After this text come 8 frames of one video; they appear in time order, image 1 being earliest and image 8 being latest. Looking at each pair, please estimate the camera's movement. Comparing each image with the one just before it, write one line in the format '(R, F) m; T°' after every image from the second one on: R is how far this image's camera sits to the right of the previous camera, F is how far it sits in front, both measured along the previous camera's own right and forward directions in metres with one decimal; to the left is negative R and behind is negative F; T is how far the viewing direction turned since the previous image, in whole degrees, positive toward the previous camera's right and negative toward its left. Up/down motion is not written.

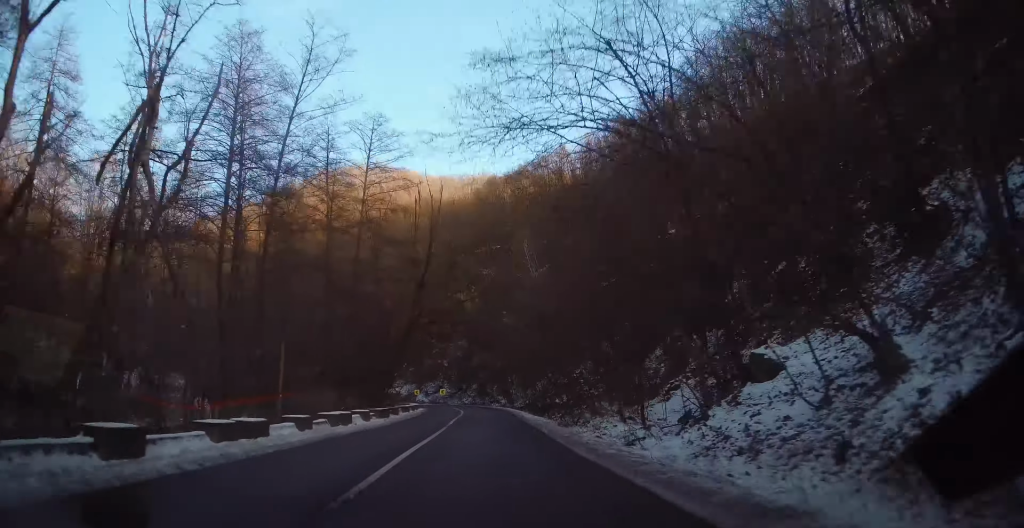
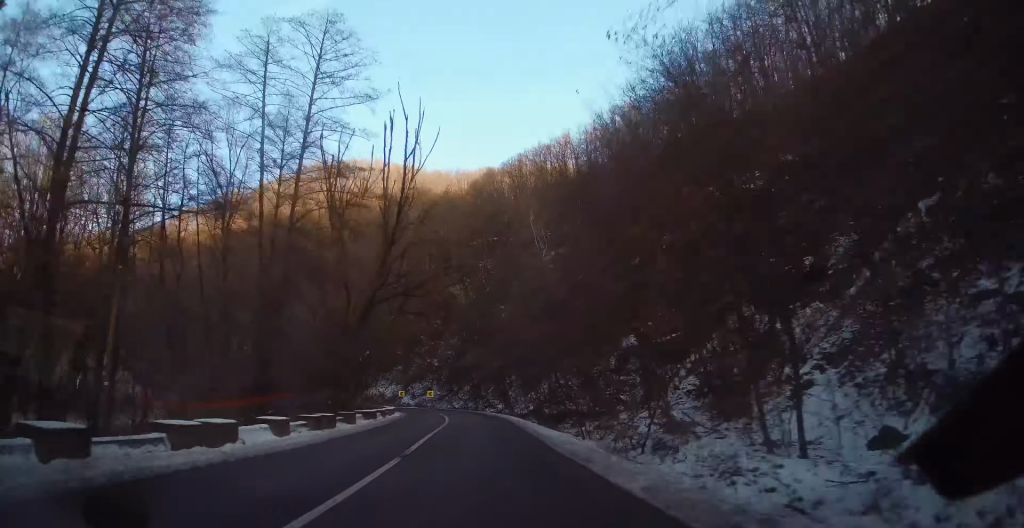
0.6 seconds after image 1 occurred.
(+0.1, +11.4) m; +1°
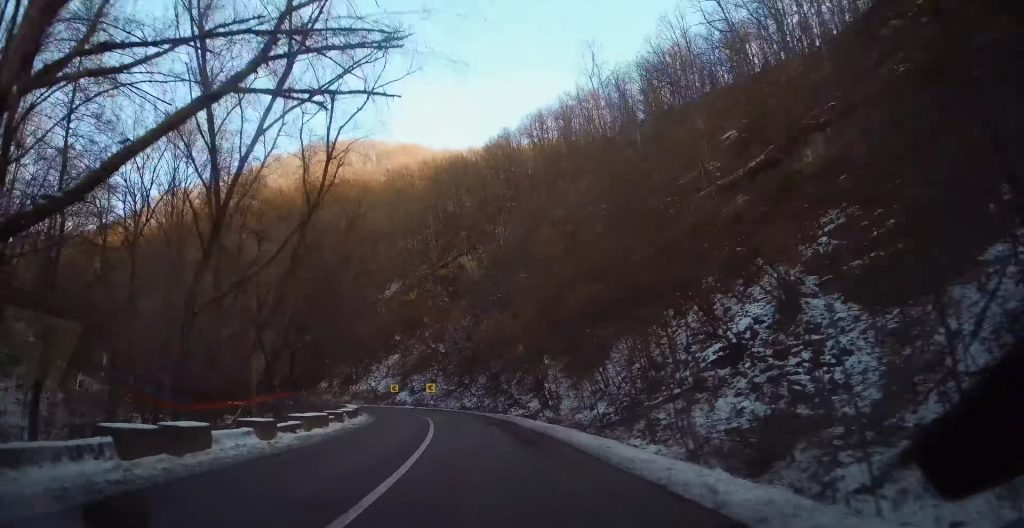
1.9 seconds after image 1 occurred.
(+0.3, +22.0) m; 0°
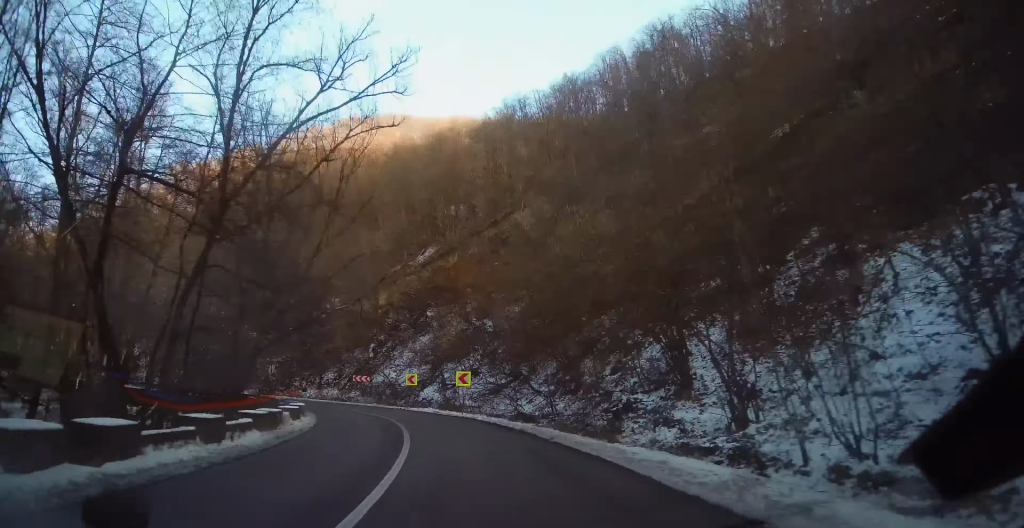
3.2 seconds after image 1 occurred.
(-1.1, +23.4) m; -8°
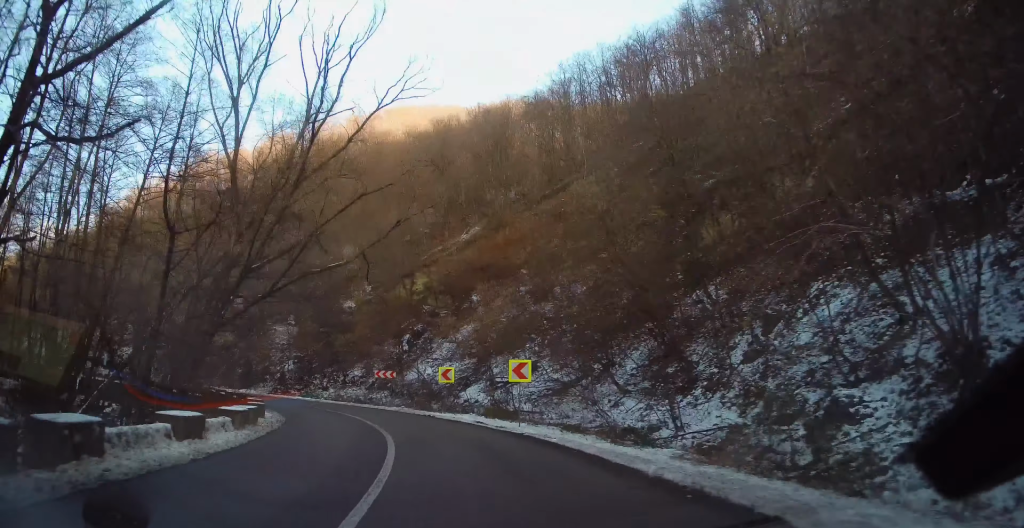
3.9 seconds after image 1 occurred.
(-0.1, +11.5) m; -8°
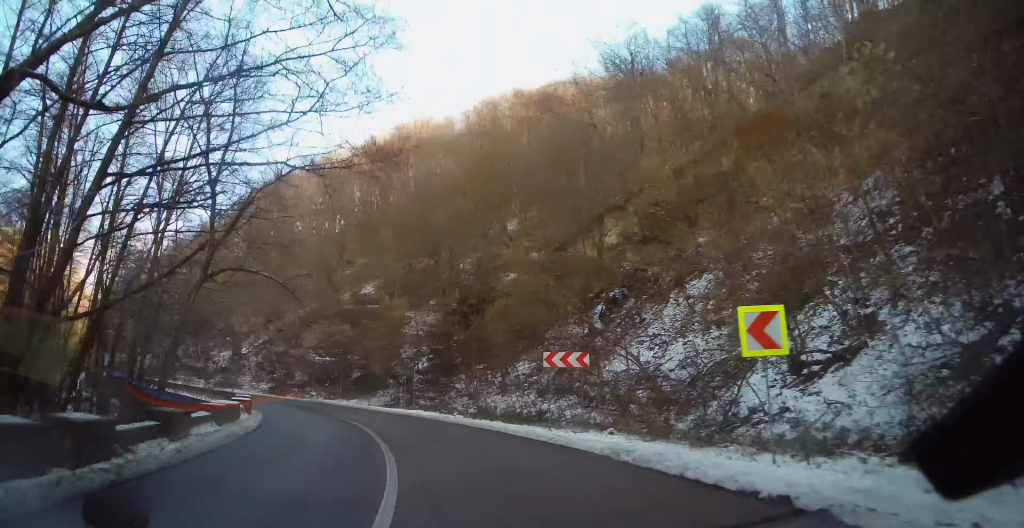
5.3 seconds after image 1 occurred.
(-4.2, +21.3) m; -21°
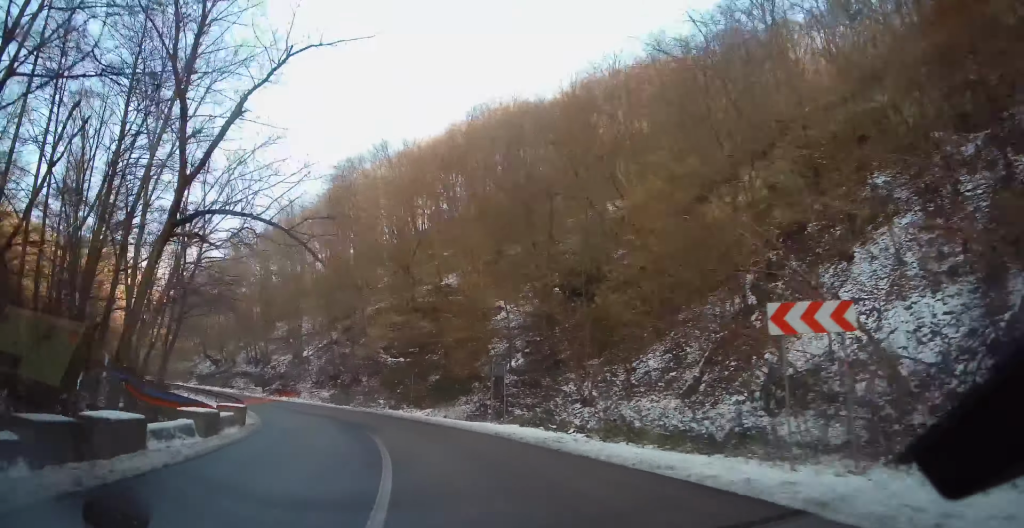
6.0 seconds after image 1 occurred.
(-0.5, +10.2) m; -10°
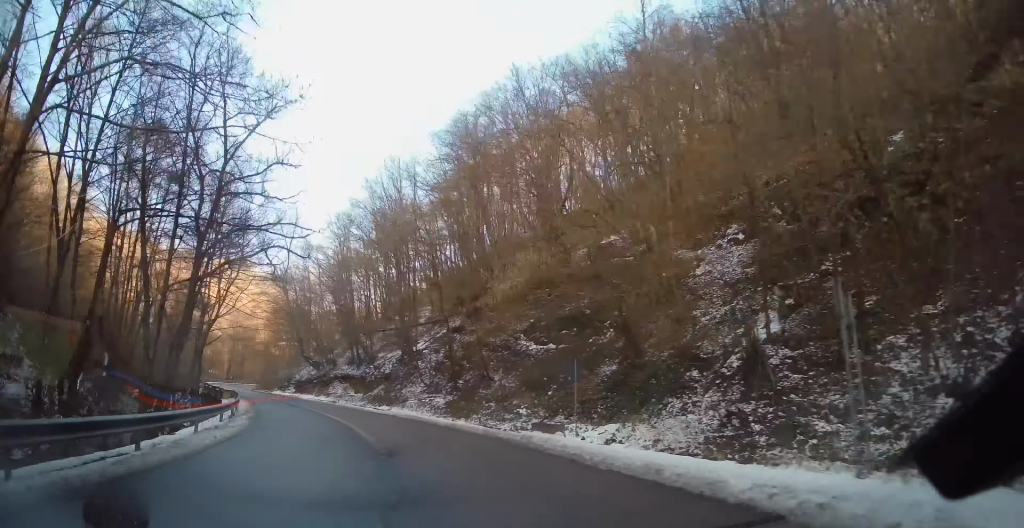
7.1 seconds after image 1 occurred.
(-2.6, +16.2) m; -16°
